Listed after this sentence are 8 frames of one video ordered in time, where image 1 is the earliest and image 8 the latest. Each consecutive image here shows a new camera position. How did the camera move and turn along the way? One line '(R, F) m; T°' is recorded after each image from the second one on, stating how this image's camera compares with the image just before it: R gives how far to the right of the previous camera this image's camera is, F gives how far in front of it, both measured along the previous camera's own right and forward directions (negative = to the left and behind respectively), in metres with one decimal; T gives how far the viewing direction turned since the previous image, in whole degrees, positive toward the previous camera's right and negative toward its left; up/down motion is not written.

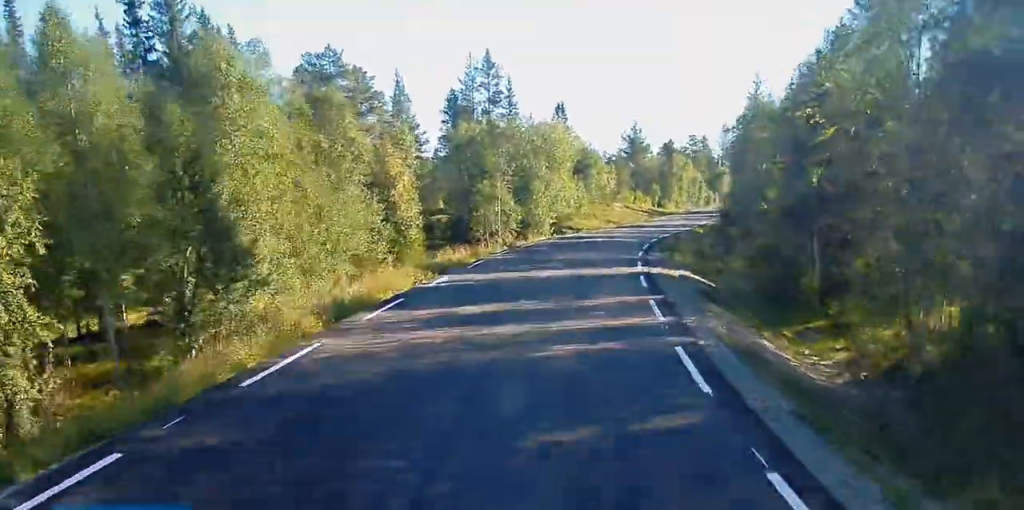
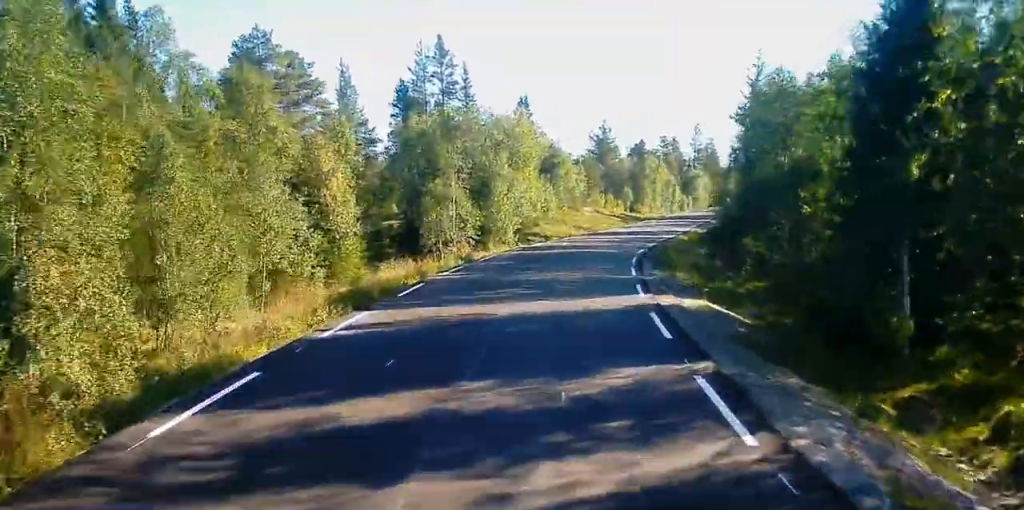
(+0.2, +8.4) m; +3°
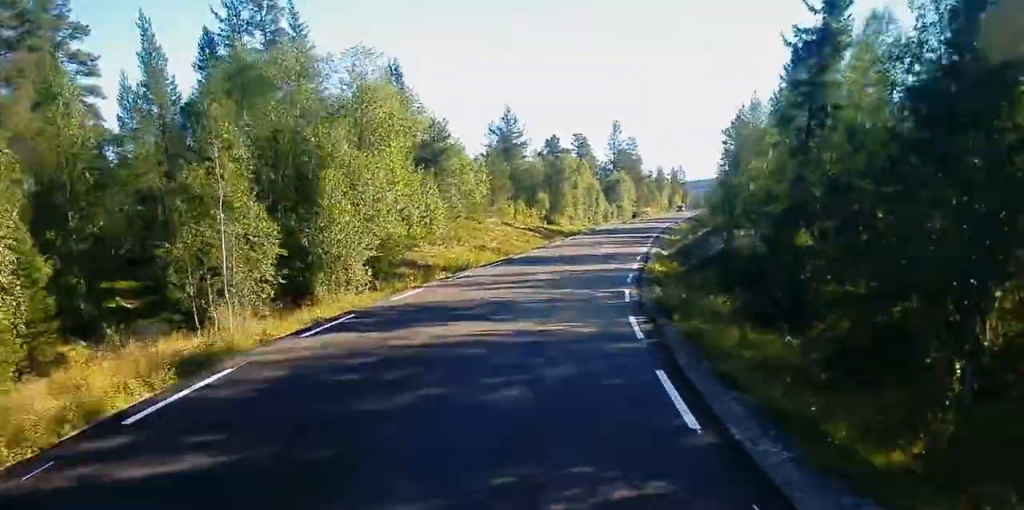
(+1.6, +23.2) m; +5°
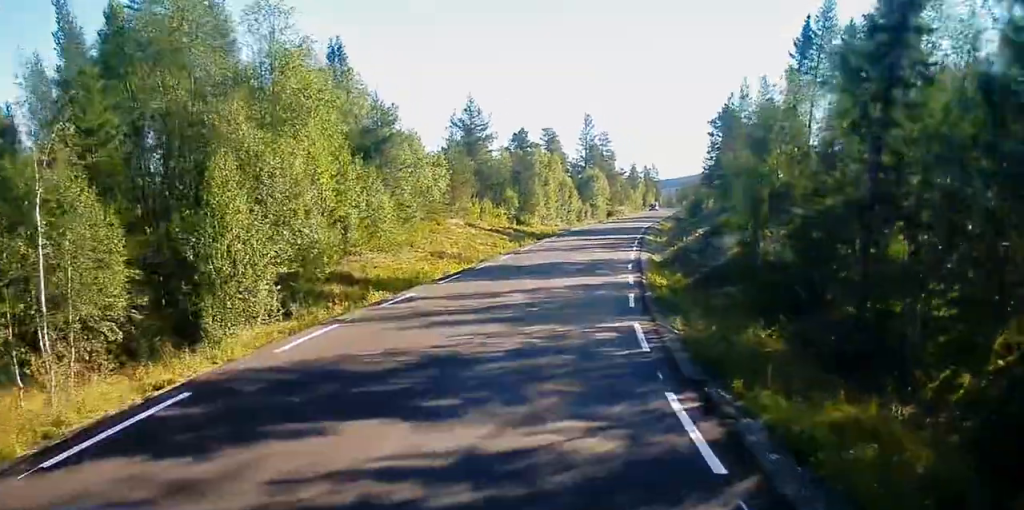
(+0.1, +7.5) m; +1°
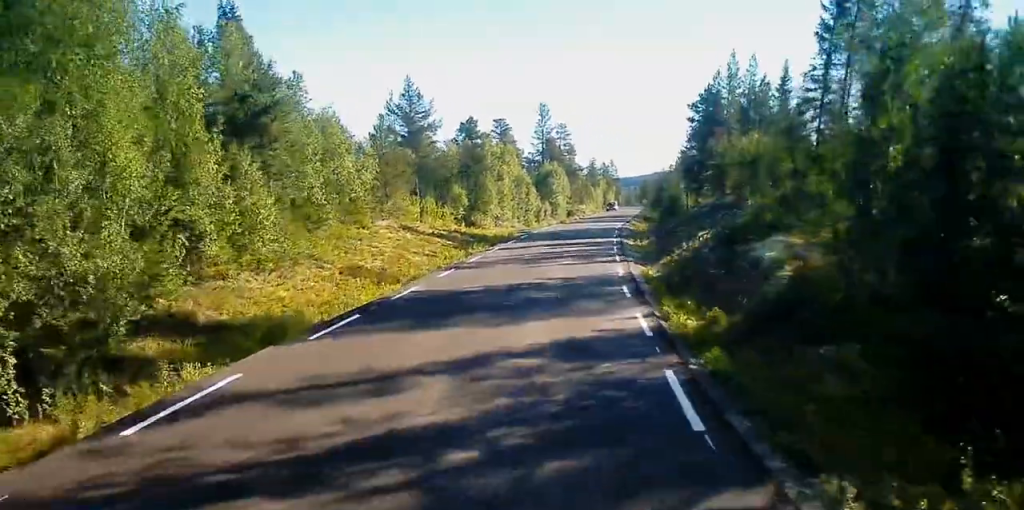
(-0.1, +10.7) m; +3°
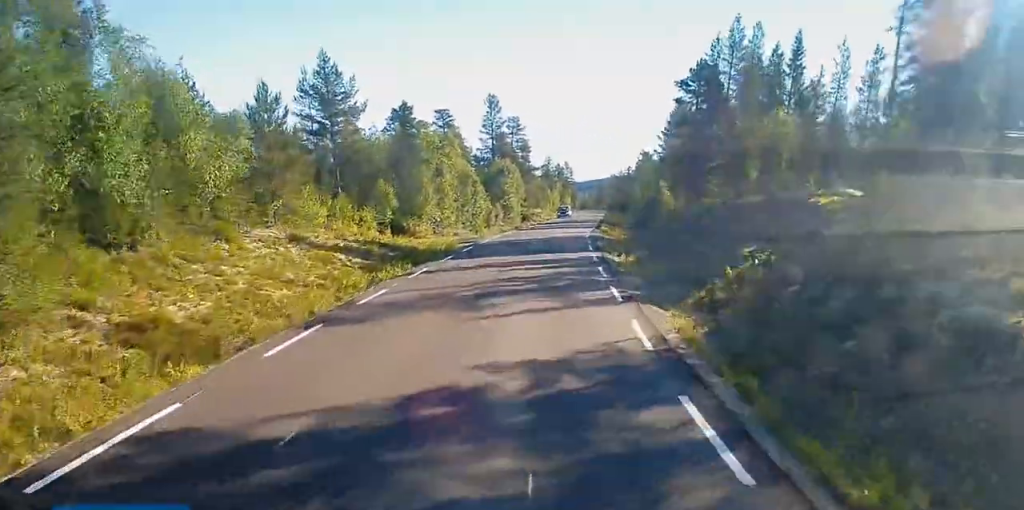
(+0.9, +13.5) m; +5°
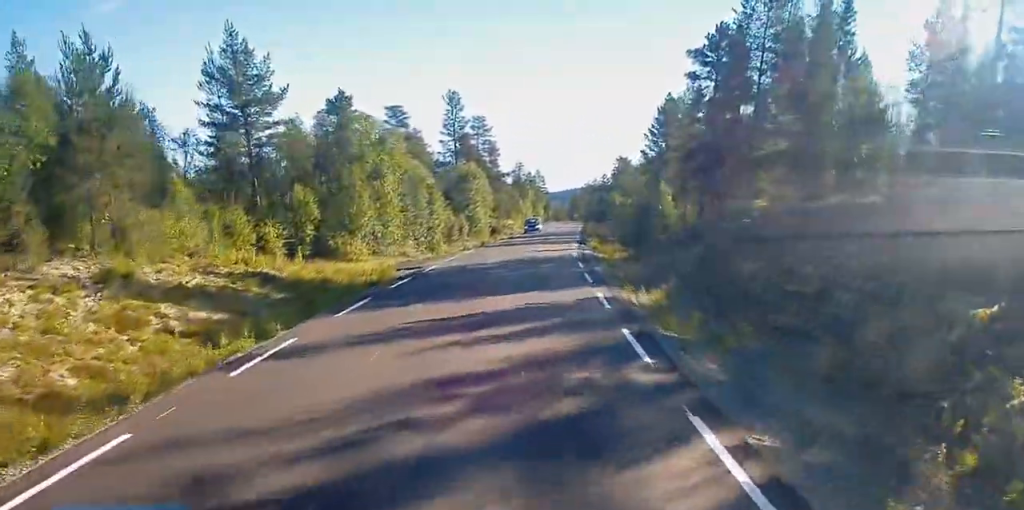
(+0.3, +12.8) m; +2°
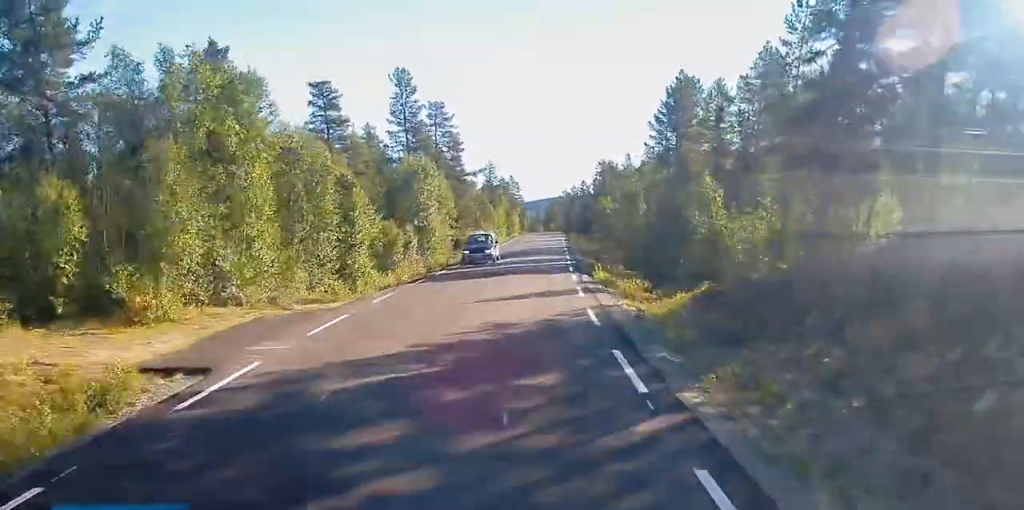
(+0.3, +19.5) m; +1°
